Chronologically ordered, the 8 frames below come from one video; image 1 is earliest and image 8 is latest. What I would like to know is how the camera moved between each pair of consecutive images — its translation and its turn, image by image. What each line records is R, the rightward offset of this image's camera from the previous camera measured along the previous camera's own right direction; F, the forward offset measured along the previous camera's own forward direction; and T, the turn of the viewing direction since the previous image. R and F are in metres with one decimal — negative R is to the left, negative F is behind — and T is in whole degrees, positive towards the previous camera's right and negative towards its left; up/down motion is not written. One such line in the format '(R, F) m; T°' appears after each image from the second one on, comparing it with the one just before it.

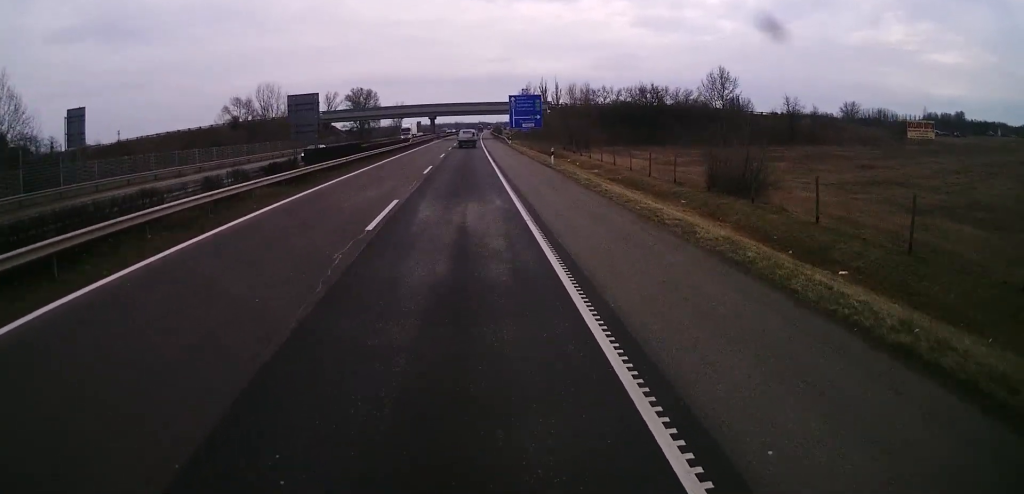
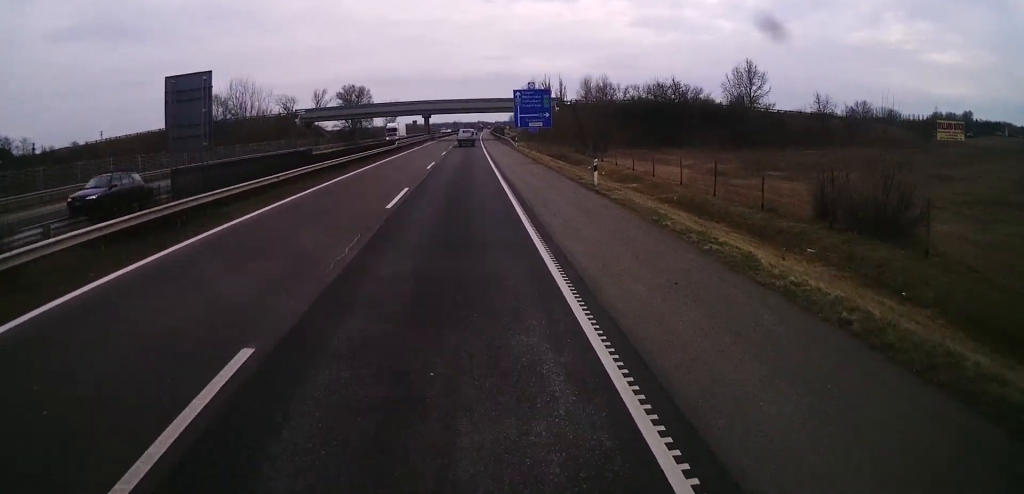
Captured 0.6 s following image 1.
(0.0, +14.7) m; 0°
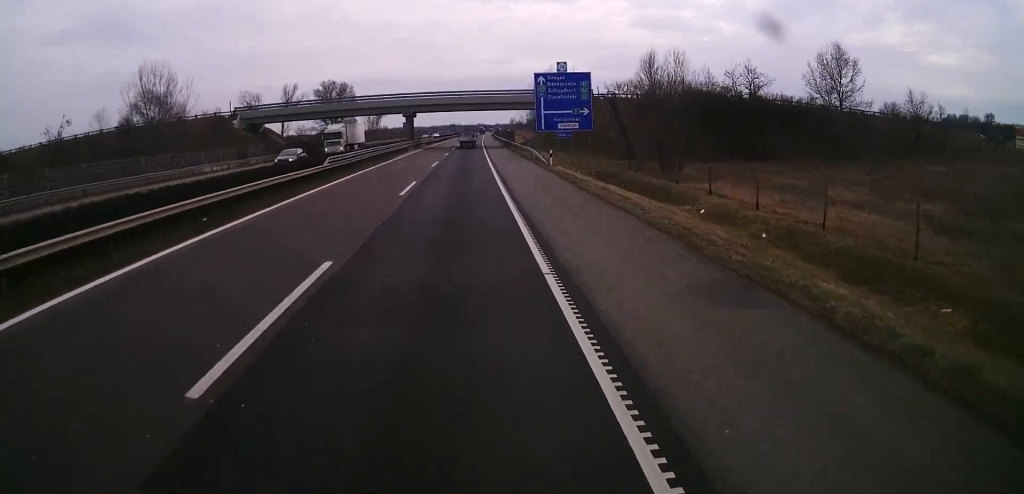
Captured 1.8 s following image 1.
(+0.1, +31.3) m; 0°
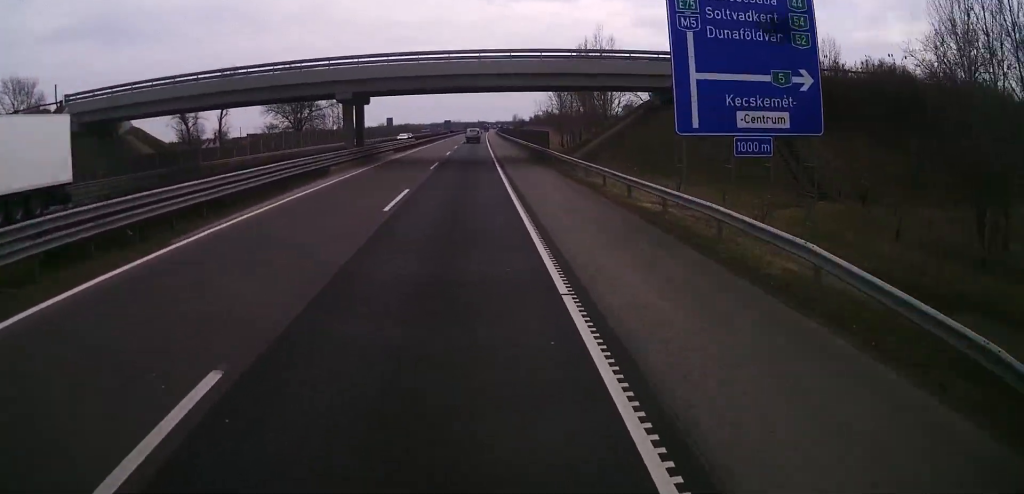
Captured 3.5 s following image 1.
(+0.1, +37.5) m; 0°
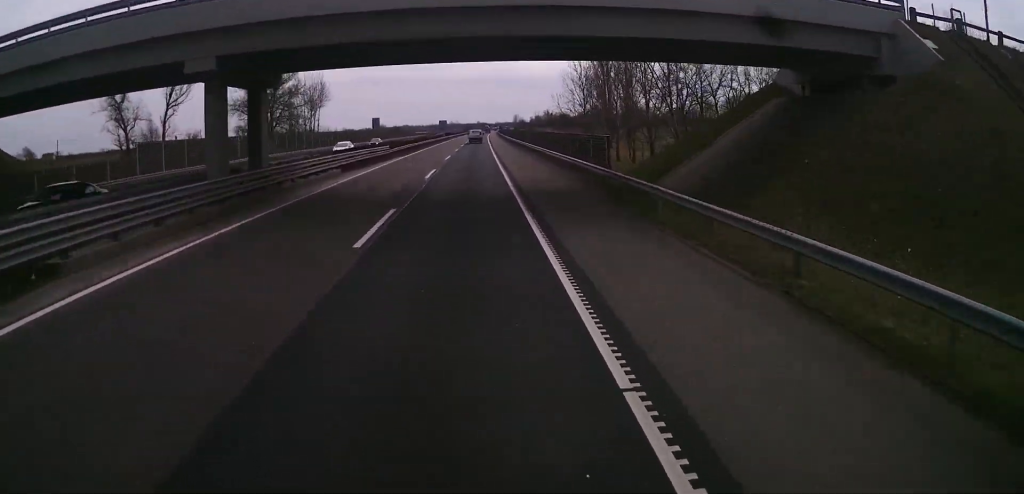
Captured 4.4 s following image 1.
(0.0, +22.6) m; 0°
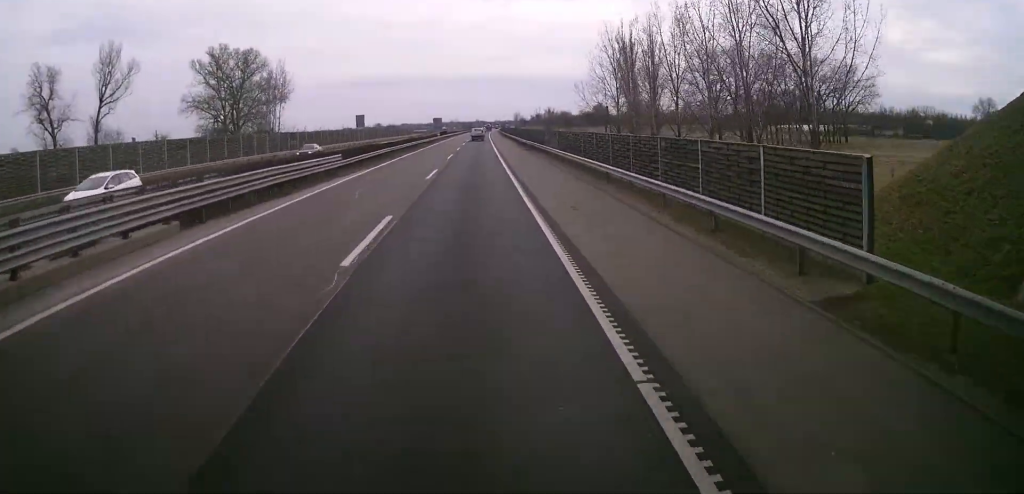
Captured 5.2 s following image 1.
(0.0, +21.6) m; 0°
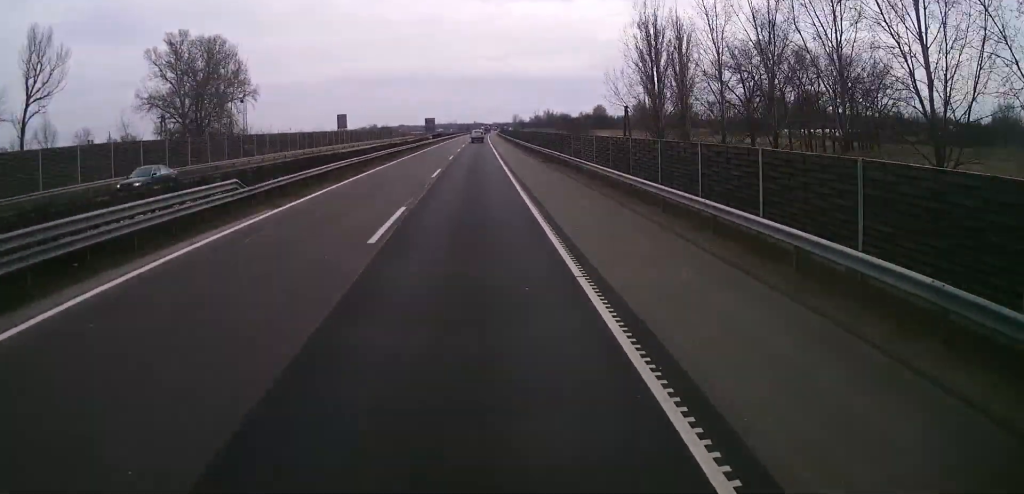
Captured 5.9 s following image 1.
(0.0, +18.3) m; 0°
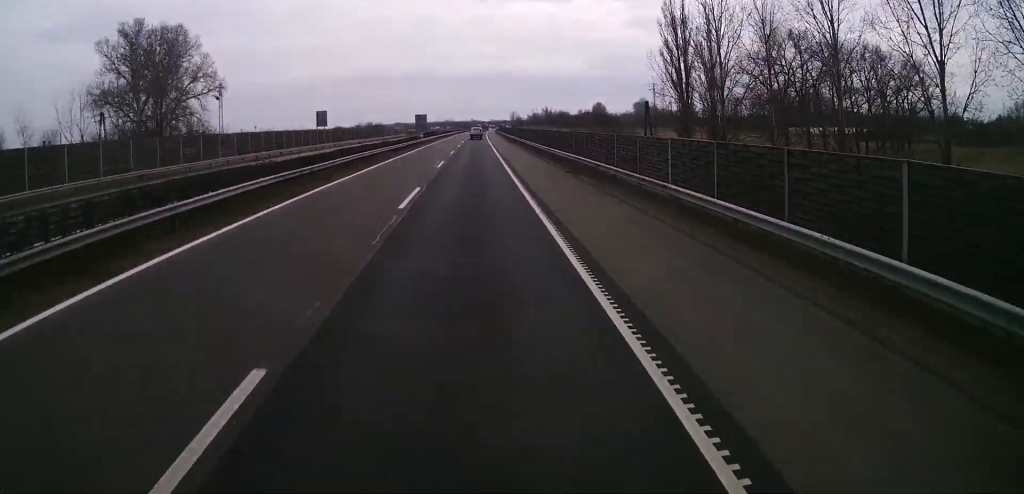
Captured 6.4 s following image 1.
(0.0, +14.5) m; 0°
